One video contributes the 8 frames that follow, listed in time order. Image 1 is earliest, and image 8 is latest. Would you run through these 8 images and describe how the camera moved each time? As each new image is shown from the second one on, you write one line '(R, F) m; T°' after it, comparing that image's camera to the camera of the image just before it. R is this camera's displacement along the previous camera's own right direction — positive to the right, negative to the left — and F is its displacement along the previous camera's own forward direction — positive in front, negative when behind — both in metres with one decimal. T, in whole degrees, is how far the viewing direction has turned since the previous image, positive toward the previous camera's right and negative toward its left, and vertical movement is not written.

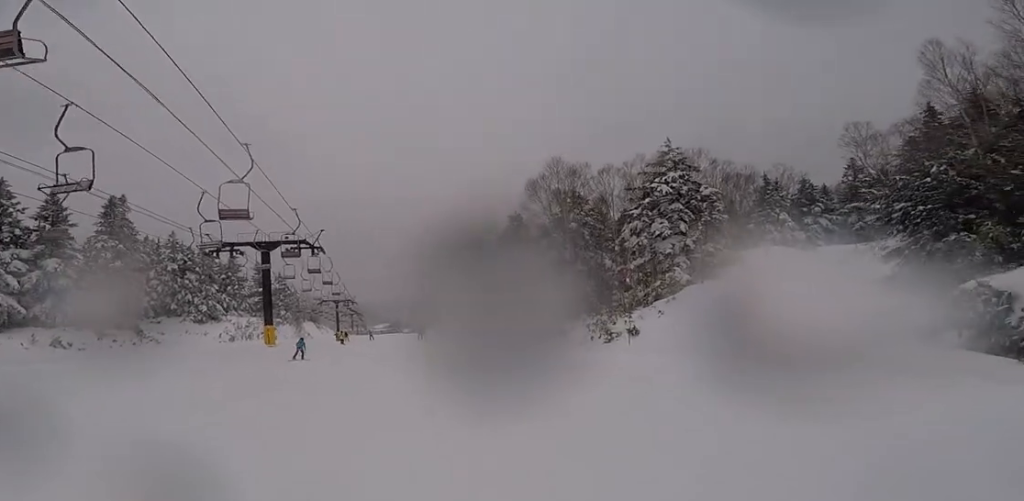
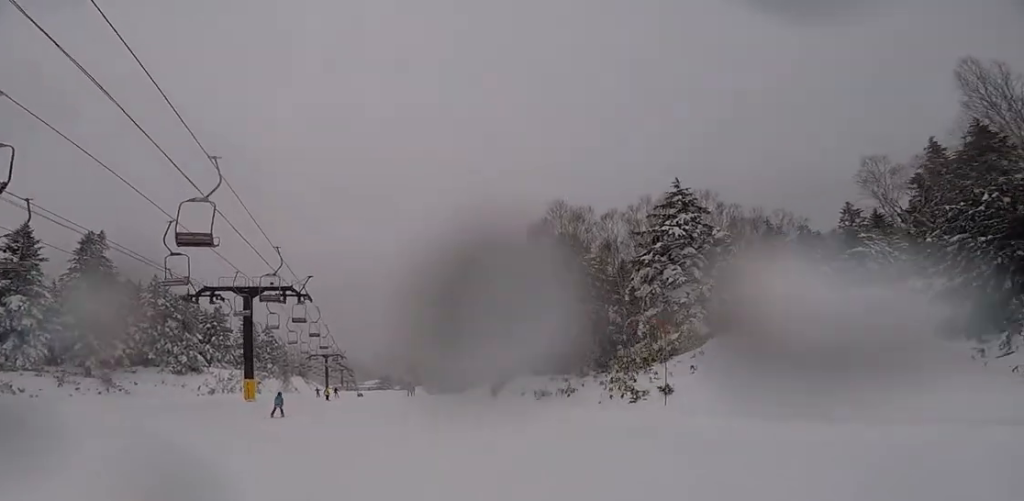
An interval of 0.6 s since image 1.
(-0.4, +2.9) m; 0°
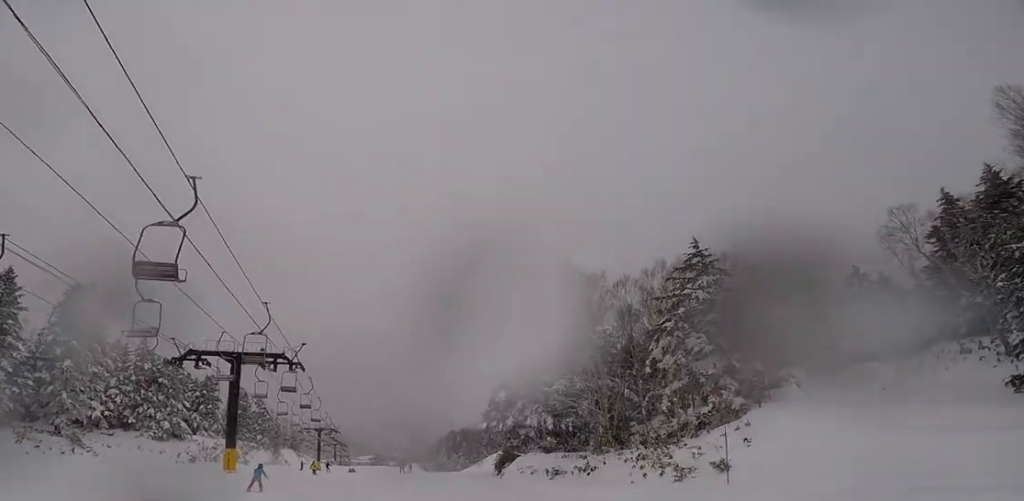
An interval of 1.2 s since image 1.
(-0.1, +2.6) m; 0°
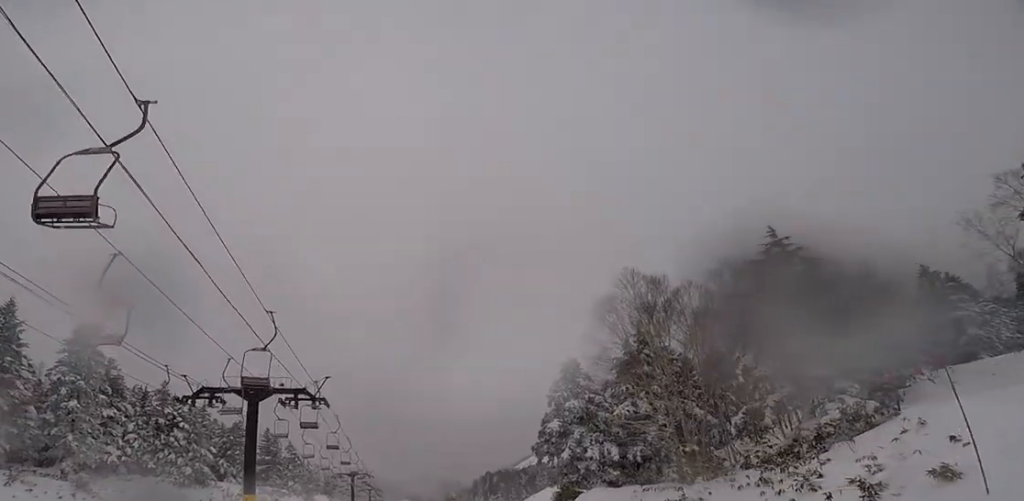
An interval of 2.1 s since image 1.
(+0.4, +4.3) m; 0°
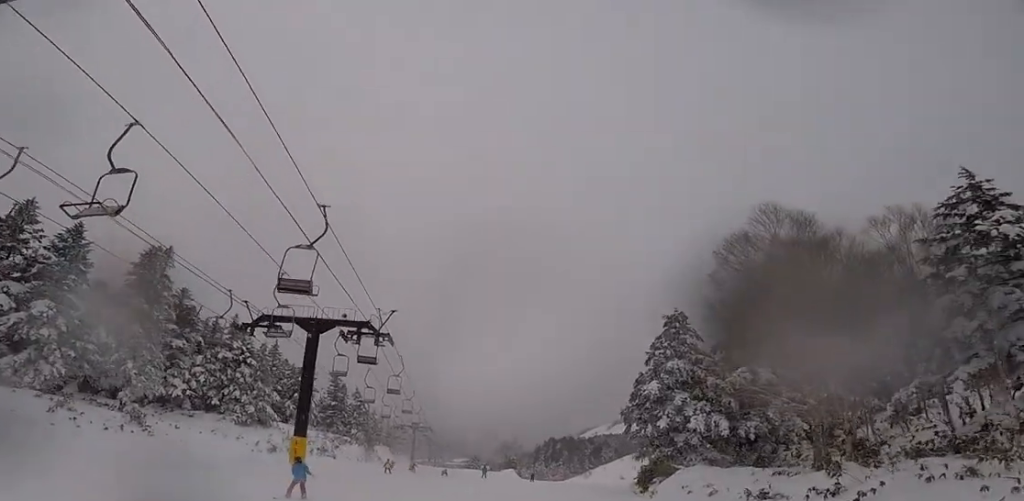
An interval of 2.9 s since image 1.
(-0.6, +4.0) m; 0°
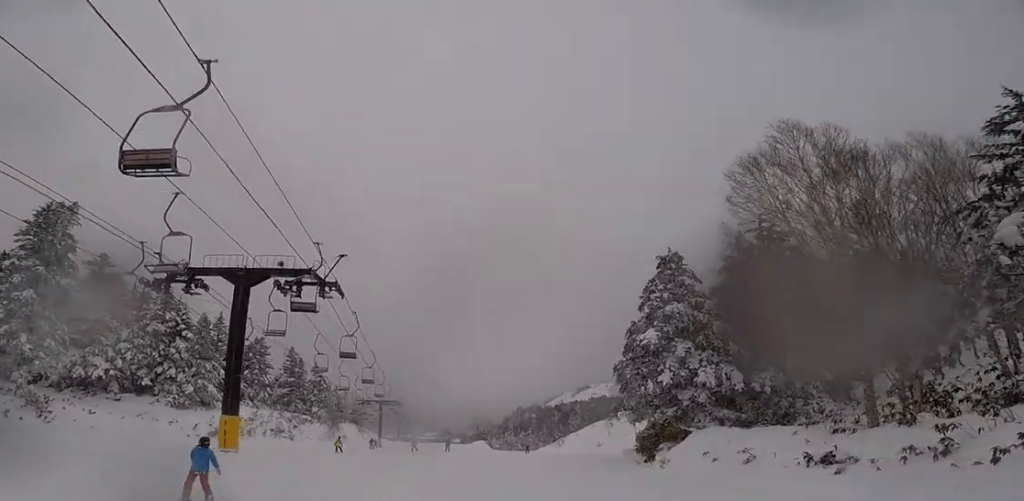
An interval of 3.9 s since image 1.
(+0.6, +4.9) m; 0°
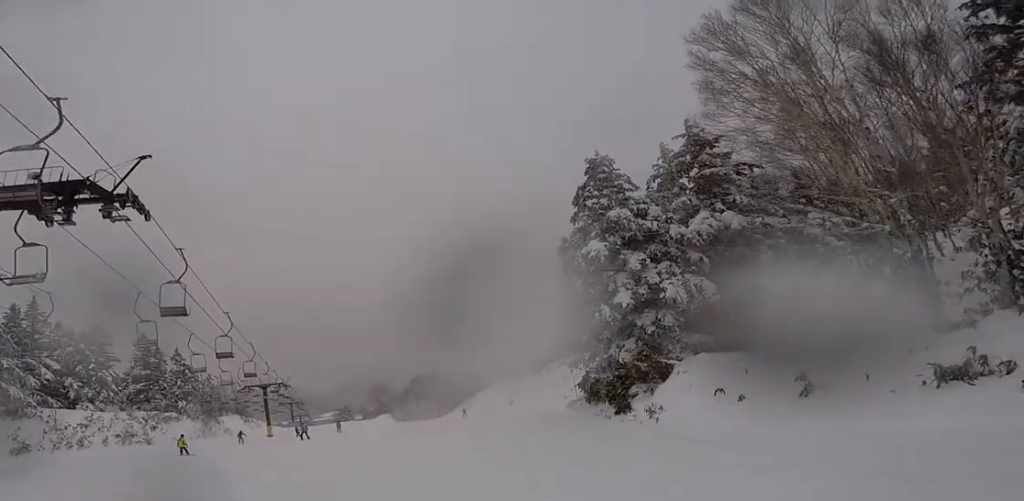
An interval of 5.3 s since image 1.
(-0.9, +7.6) m; -4°
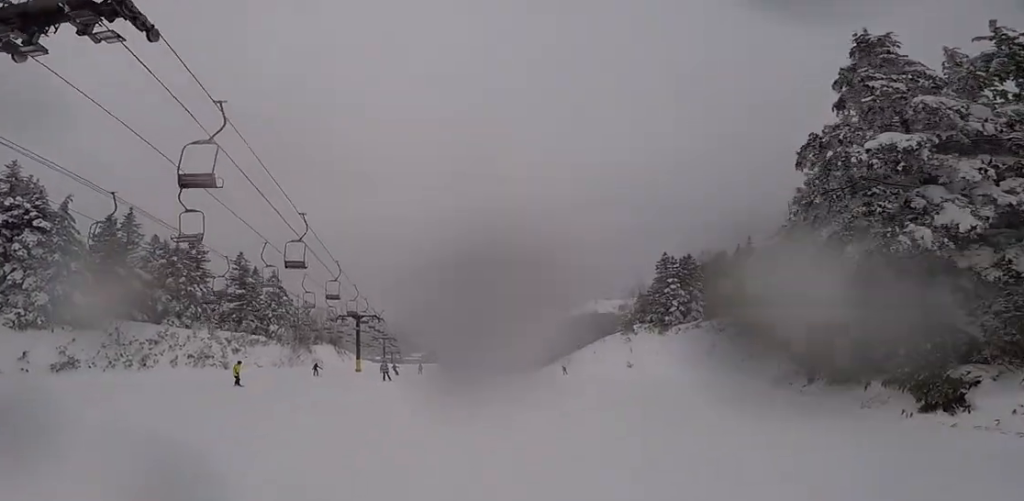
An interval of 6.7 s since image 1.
(+0.7, +6.9) m; +5°
